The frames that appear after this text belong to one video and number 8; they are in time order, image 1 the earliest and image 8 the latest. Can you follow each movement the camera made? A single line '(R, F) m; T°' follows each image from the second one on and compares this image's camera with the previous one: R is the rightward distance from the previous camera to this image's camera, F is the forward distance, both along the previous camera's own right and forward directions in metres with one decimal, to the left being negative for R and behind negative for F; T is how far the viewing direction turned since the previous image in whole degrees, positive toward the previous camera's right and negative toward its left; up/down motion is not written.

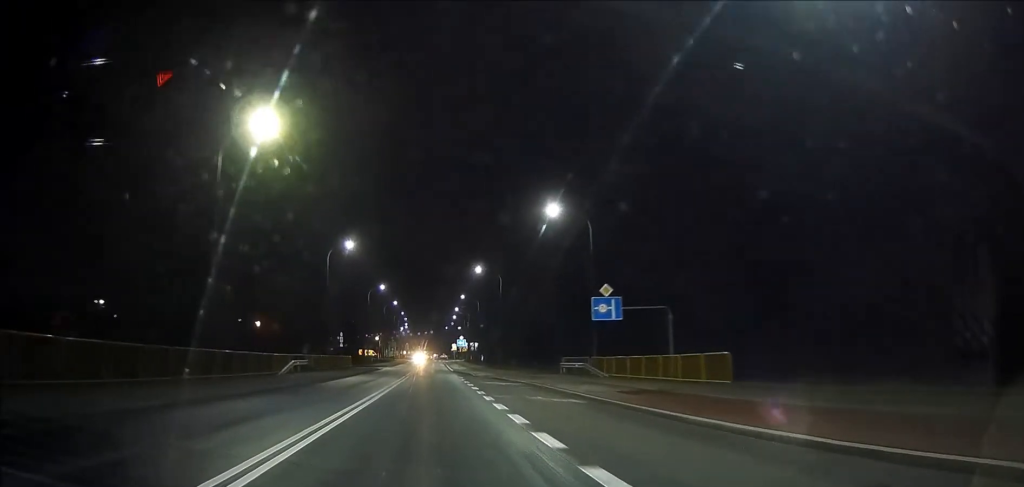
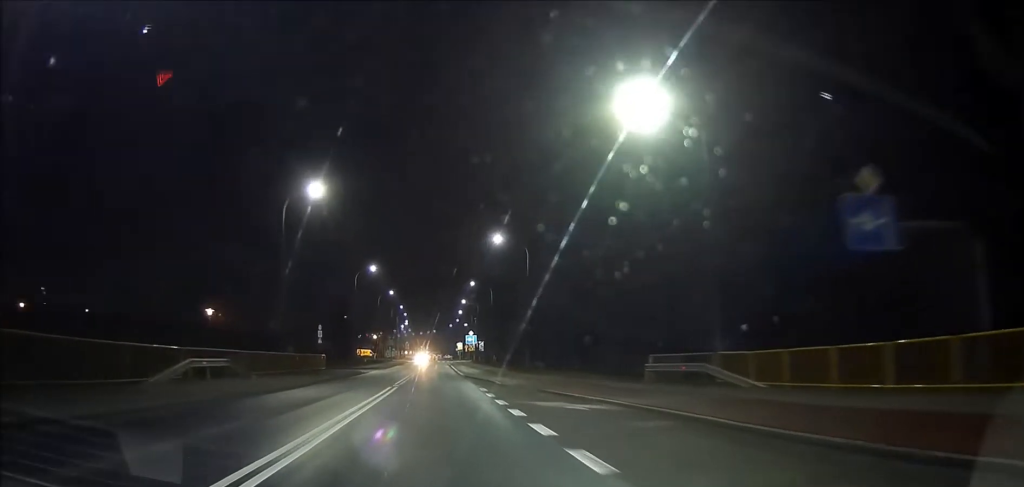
(-0.1, +18.1) m; 0°
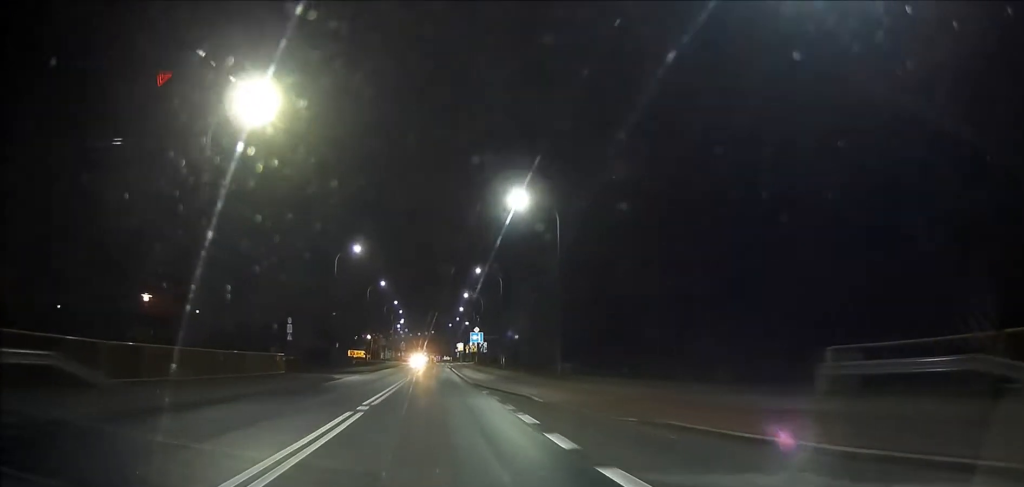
(0.0, +13.4) m; 0°
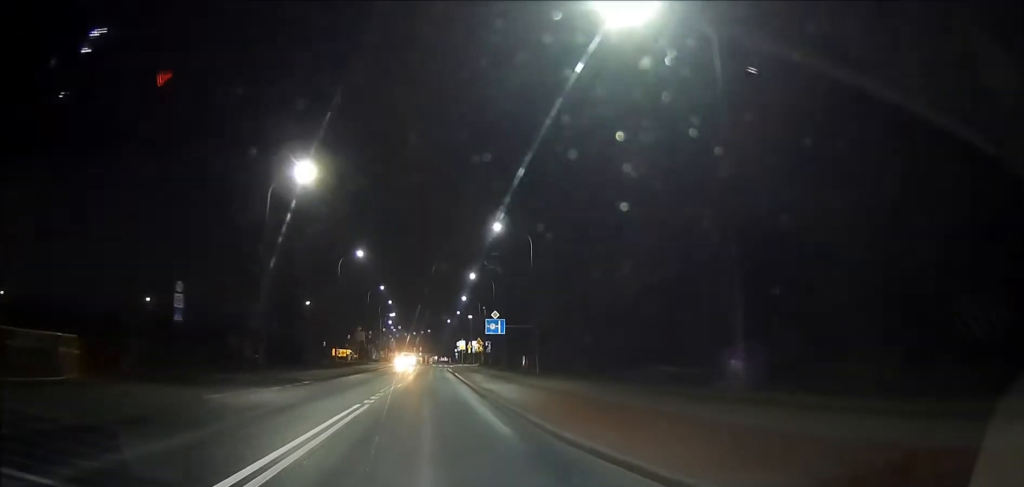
(+0.2, +23.6) m; +1°
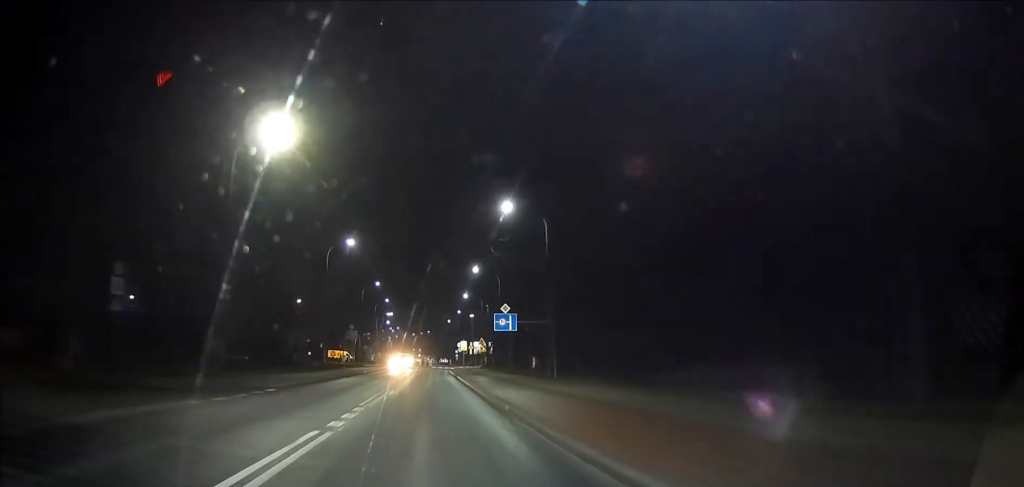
(0.0, +6.6) m; 0°
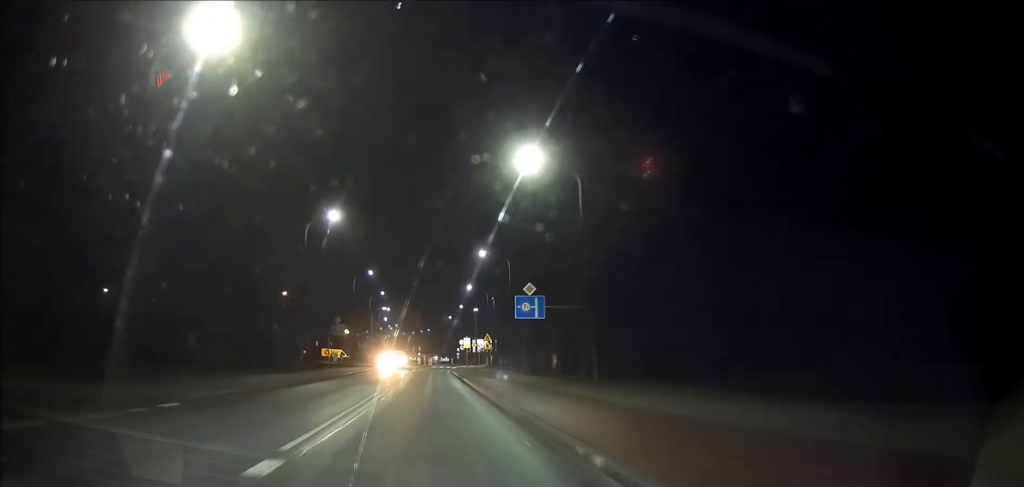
(+0.1, +9.8) m; 0°
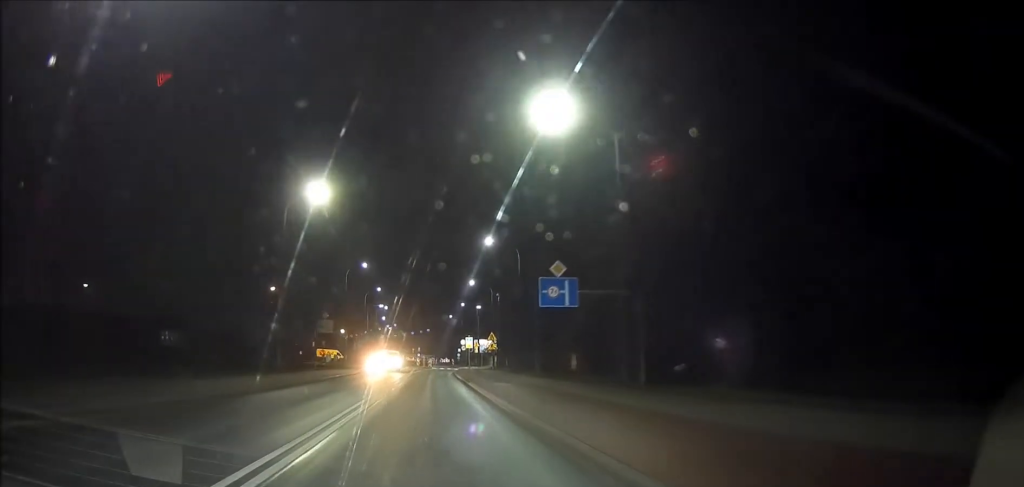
(+0.1, +6.7) m; 0°
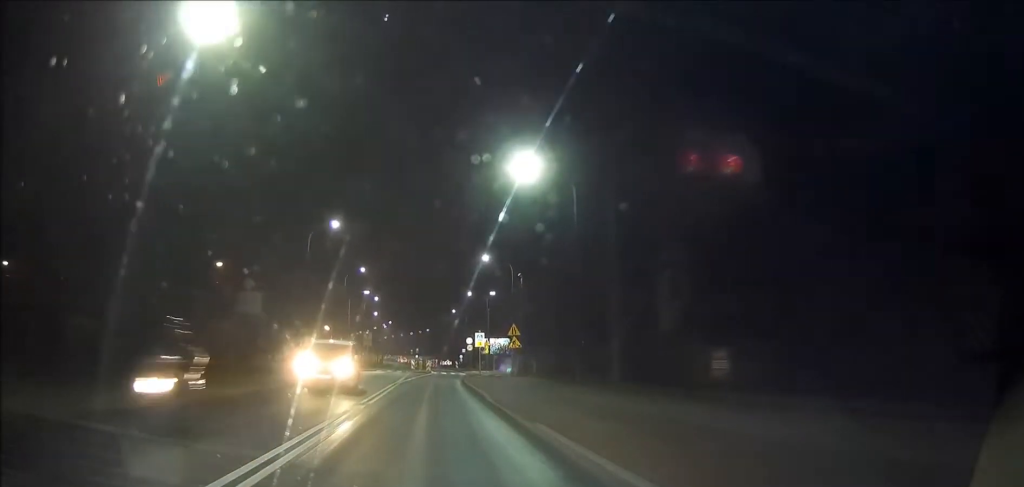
(-0.2, +22.0) m; -1°
